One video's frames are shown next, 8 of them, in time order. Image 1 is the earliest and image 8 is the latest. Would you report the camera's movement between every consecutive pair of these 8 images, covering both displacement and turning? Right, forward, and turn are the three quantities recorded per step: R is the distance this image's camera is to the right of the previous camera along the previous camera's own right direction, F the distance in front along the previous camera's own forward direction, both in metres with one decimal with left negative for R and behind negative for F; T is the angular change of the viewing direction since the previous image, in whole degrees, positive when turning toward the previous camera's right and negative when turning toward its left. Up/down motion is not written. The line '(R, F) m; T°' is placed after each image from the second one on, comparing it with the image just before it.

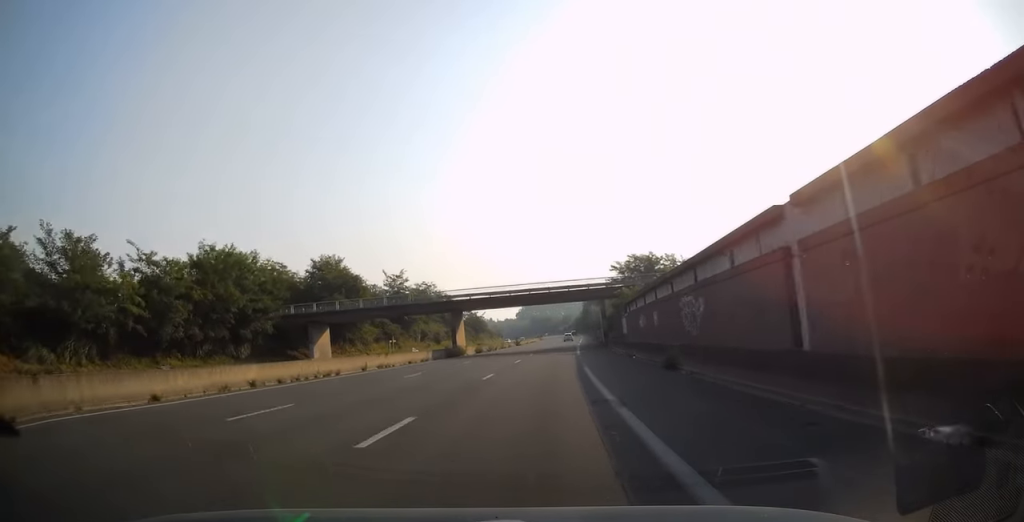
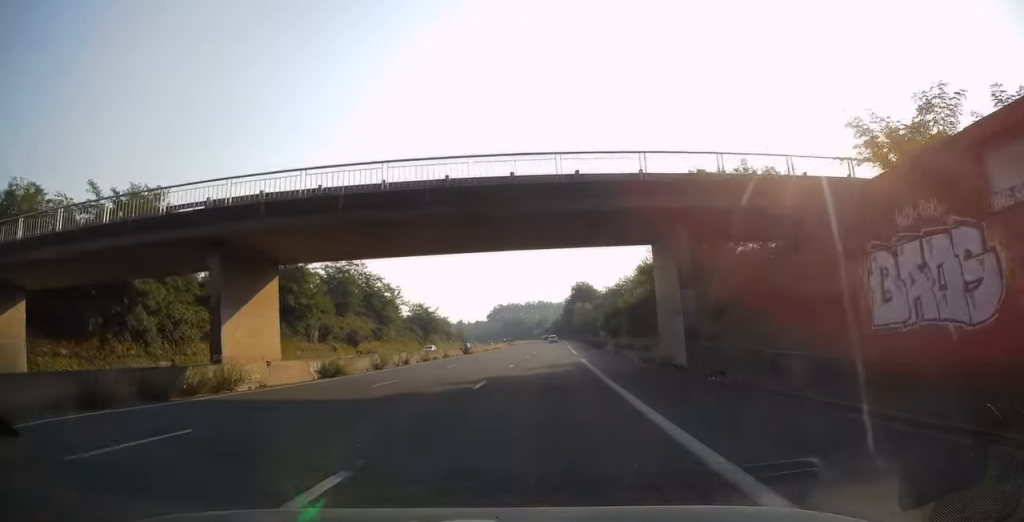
(+0.7, +43.9) m; +2°
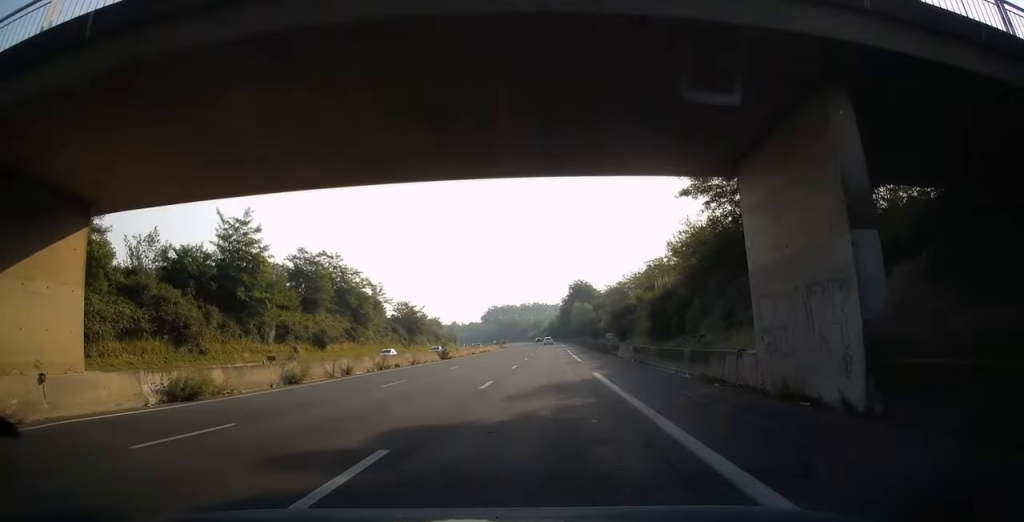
(+0.1, +11.6) m; 0°
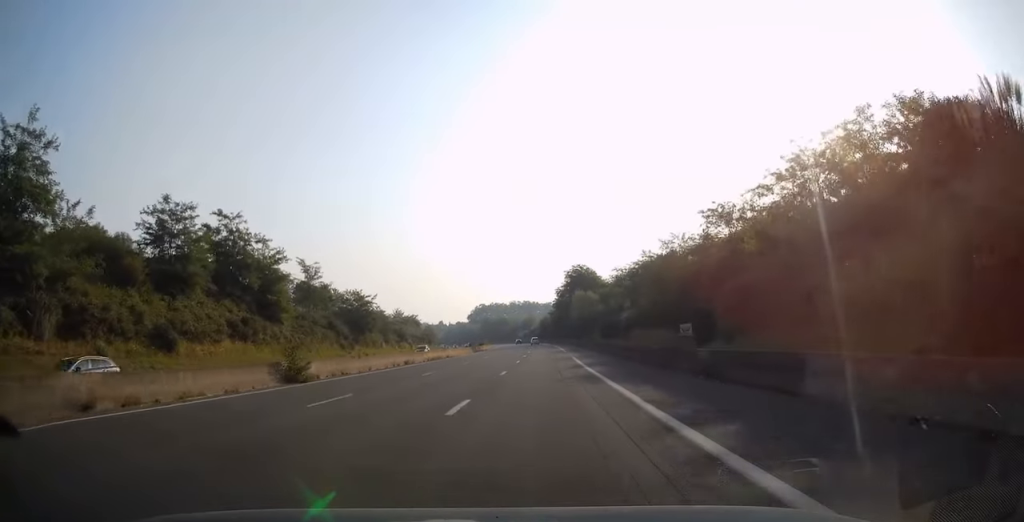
(+0.3, +32.5) m; +1°
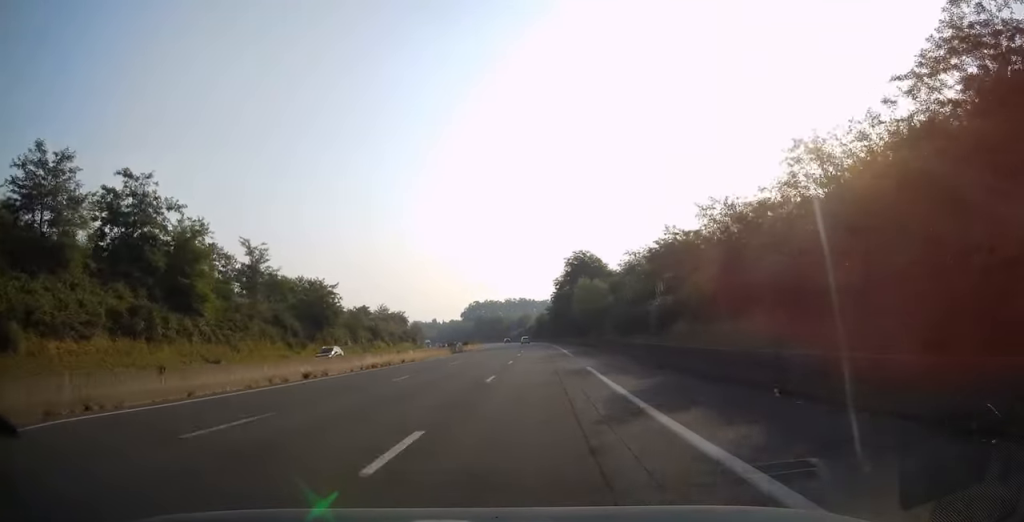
(0.0, +18.0) m; 0°
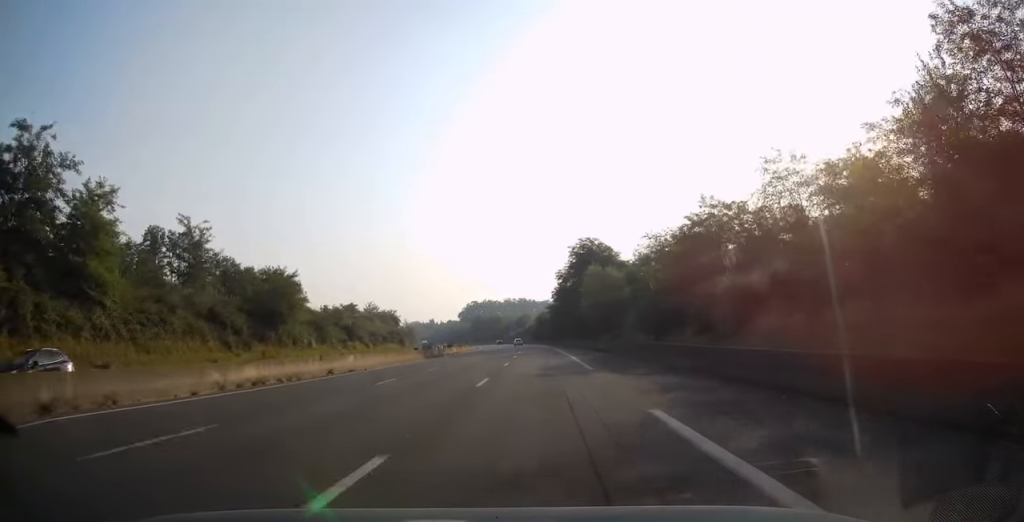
(0.0, +15.1) m; 0°
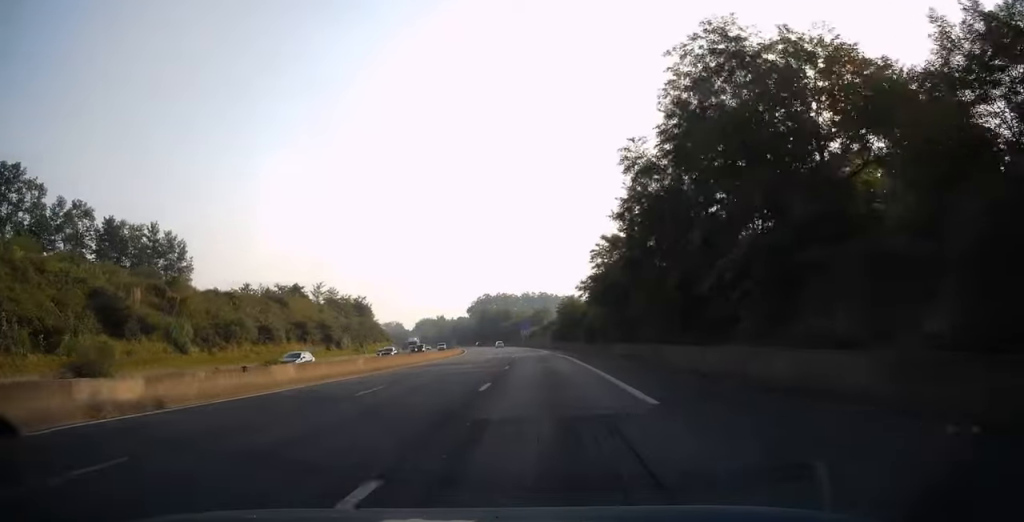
(-1.0, +64.5) m; -2°
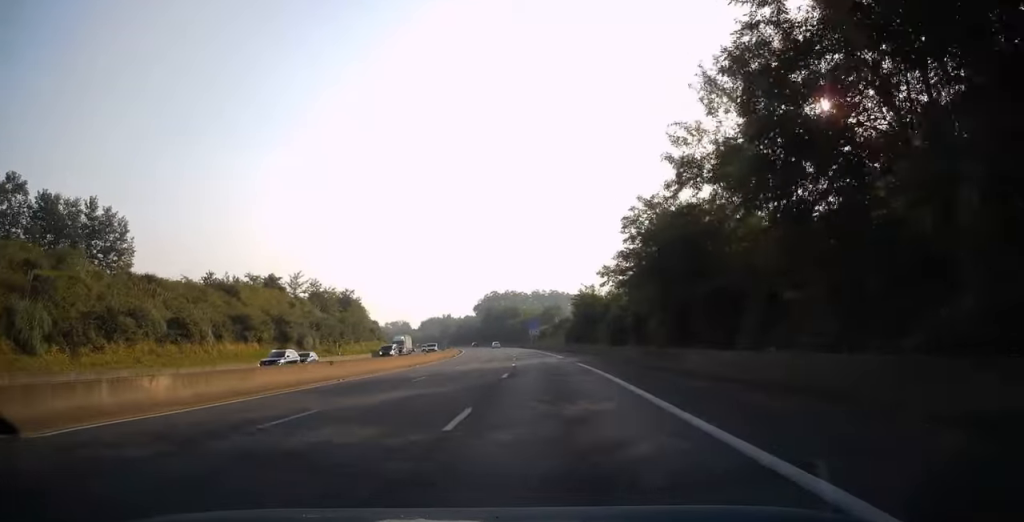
(-0.1, +19.5) m; -1°
